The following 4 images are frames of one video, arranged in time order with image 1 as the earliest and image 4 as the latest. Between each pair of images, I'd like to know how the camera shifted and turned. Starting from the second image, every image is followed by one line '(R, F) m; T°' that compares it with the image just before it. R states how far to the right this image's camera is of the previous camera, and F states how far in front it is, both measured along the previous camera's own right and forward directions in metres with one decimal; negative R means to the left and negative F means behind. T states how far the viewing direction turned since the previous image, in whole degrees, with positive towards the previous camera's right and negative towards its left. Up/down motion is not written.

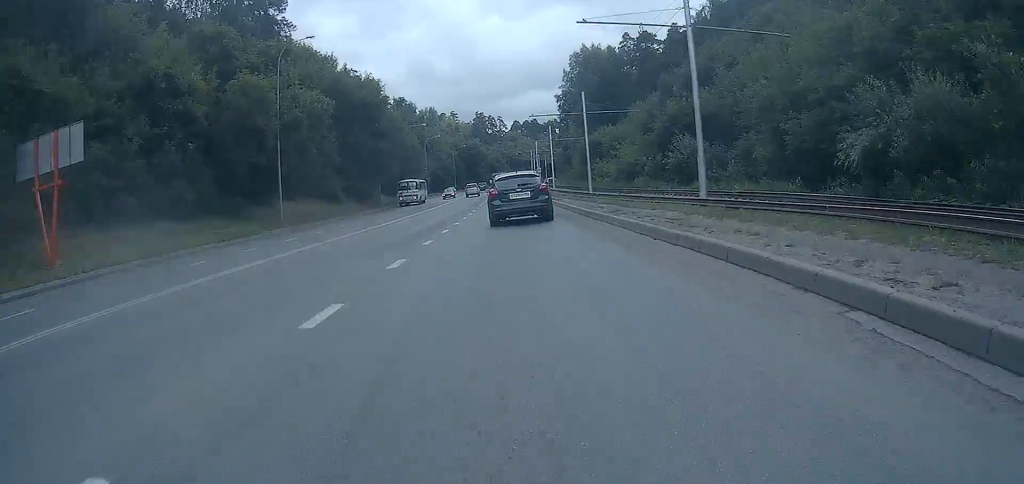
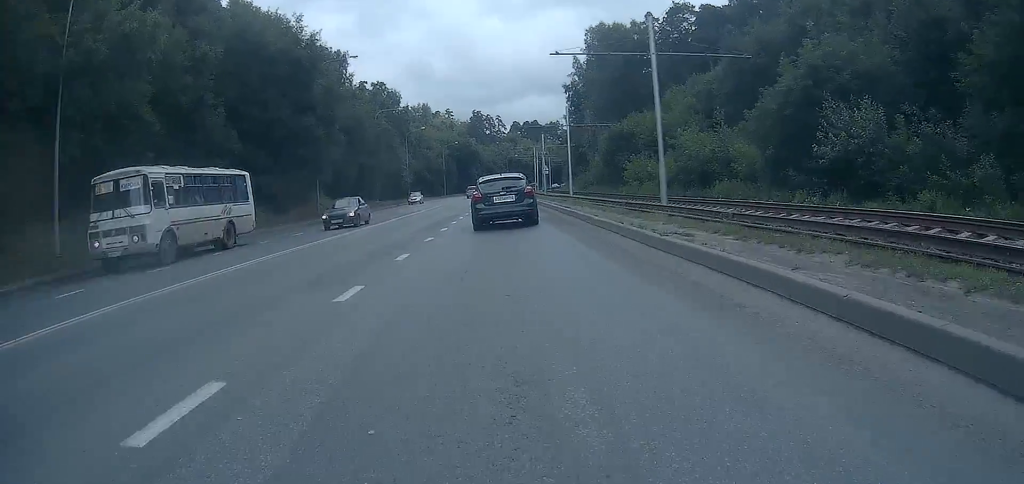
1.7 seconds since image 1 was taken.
(+0.1, +22.3) m; 0°
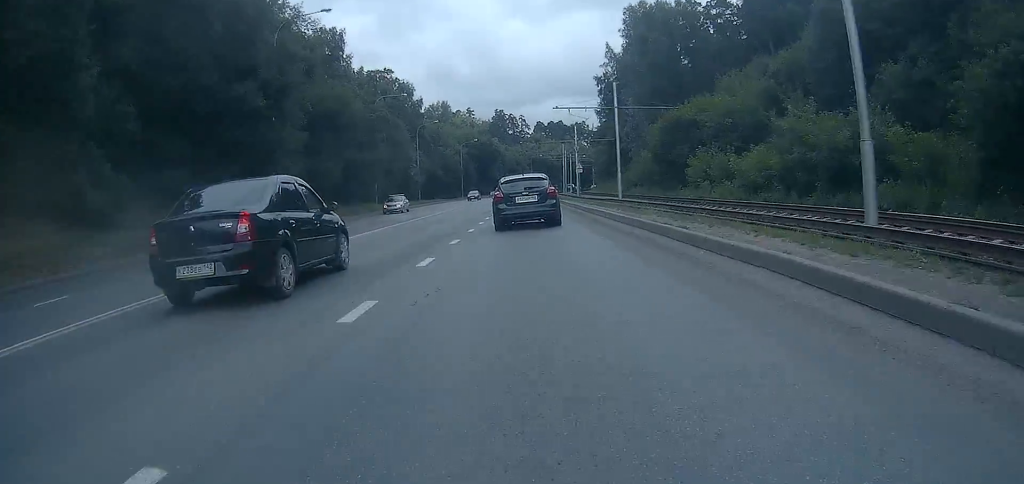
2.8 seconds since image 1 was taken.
(-0.1, +13.5) m; -1°
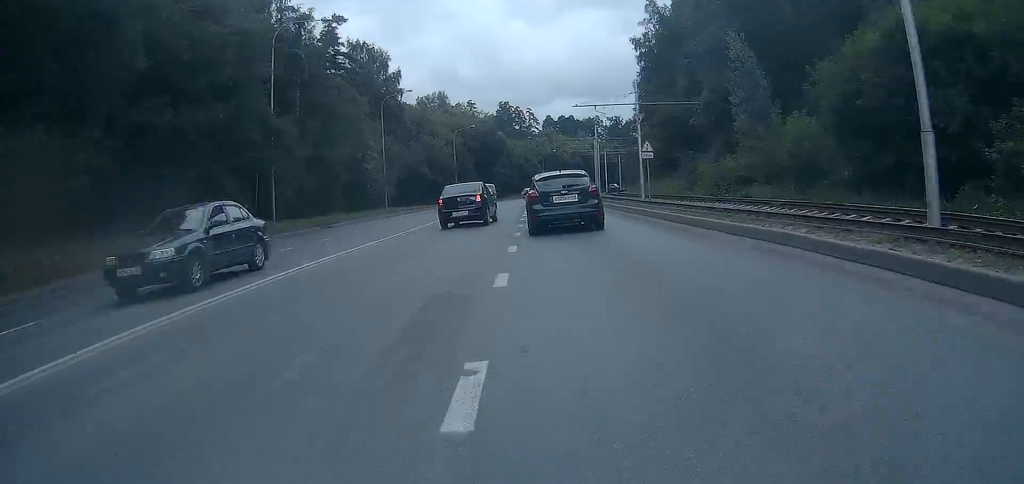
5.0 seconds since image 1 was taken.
(-0.2, +29.8) m; 0°
